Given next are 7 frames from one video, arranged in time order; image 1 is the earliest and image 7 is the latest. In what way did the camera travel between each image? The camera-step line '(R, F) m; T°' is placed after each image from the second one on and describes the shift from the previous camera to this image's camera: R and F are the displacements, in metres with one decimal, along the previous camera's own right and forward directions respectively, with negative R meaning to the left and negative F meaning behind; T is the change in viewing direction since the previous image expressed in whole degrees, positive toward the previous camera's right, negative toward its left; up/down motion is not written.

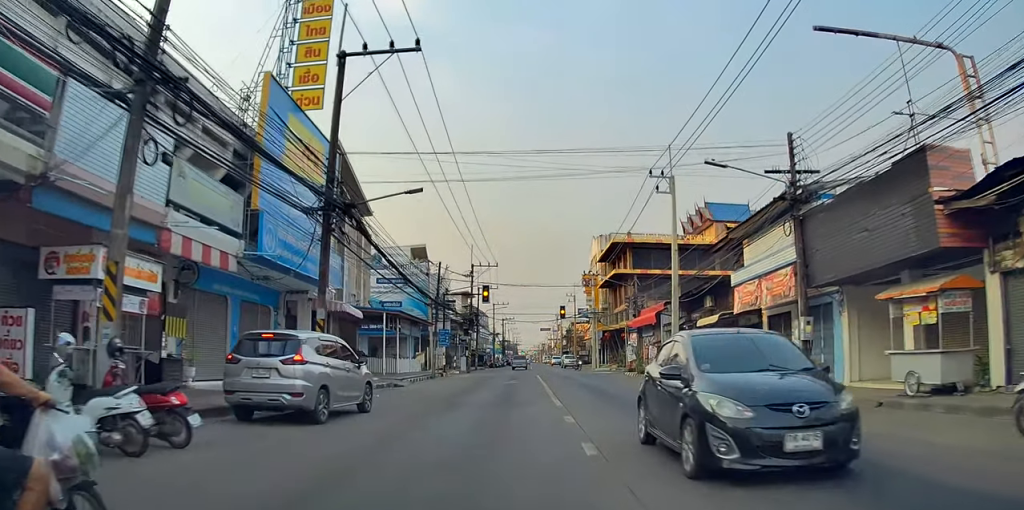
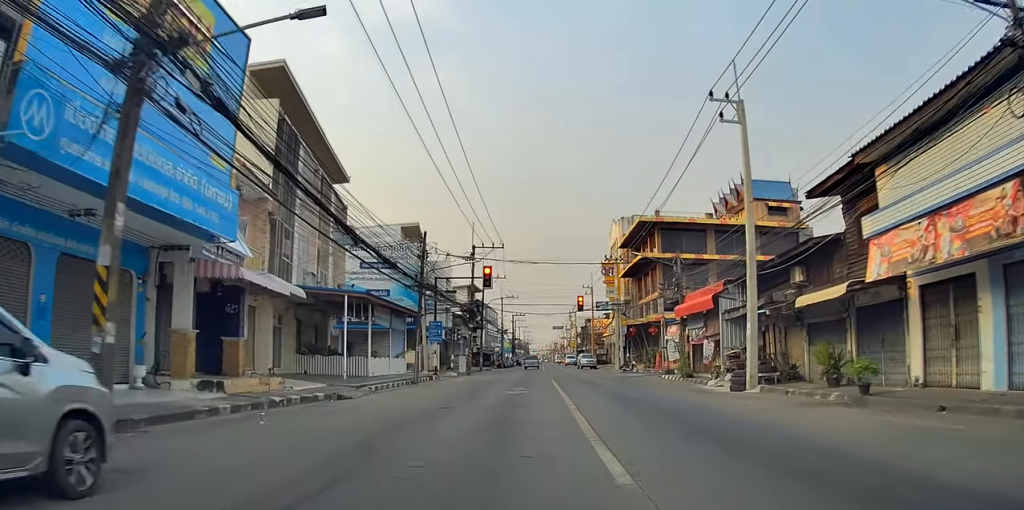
(+0.8, +10.2) m; +2°
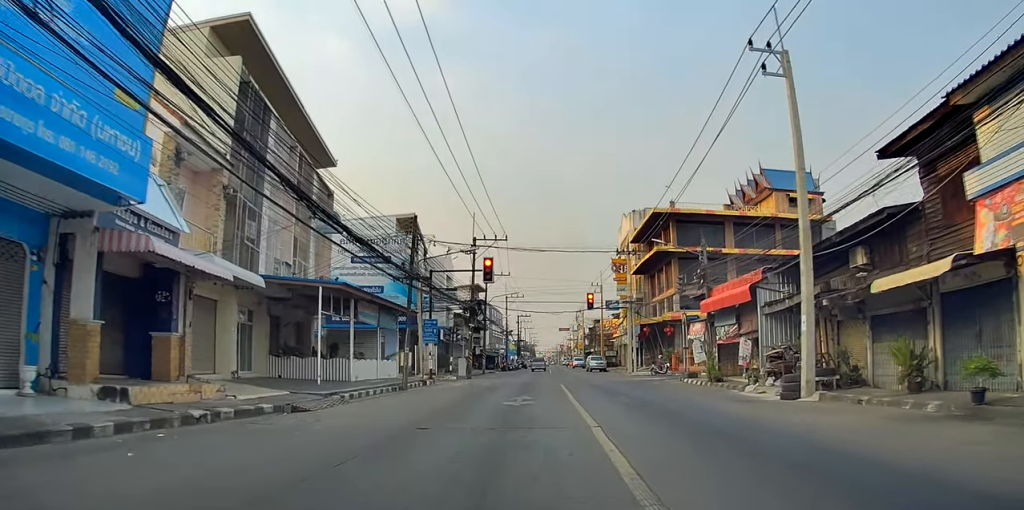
(-0.3, +4.5) m; 0°
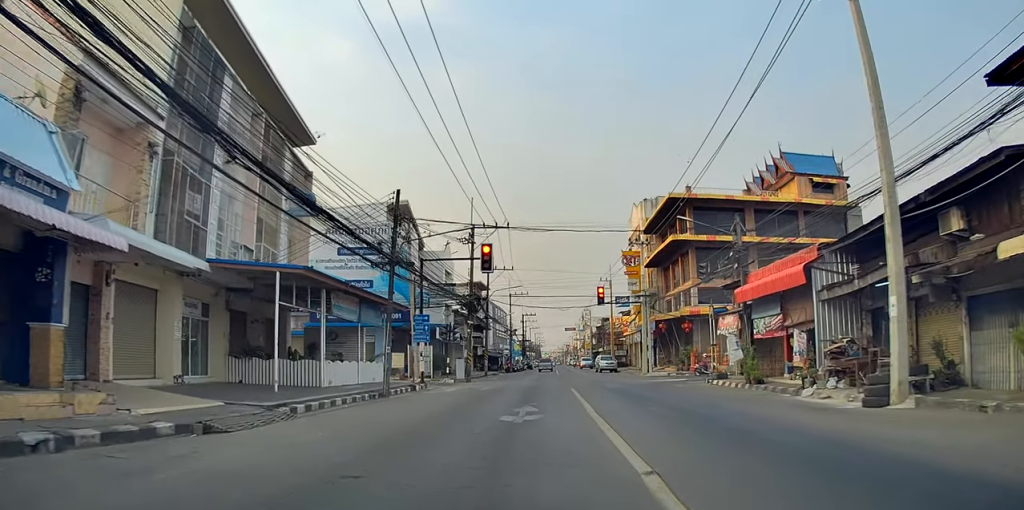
(-0.4, +5.0) m; 0°
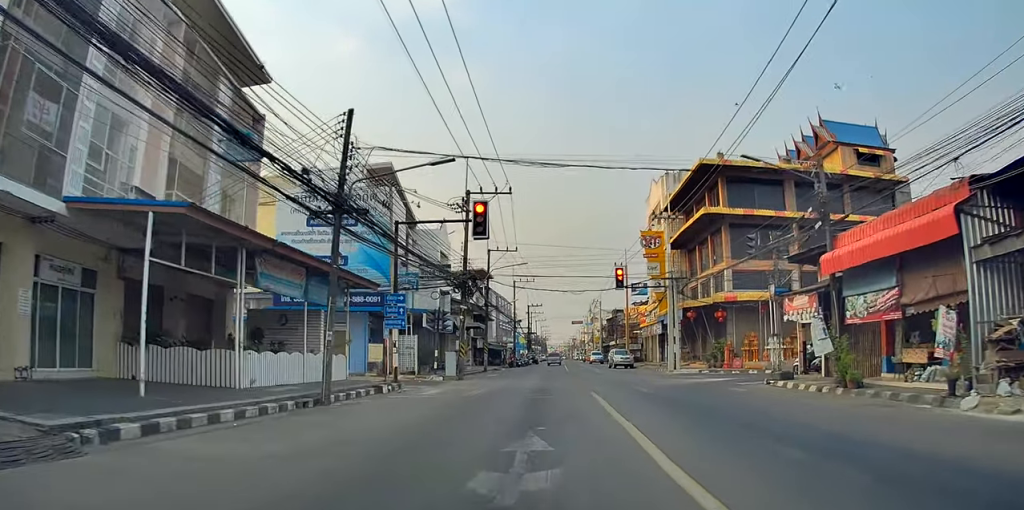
(+0.6, +8.5) m; +1°
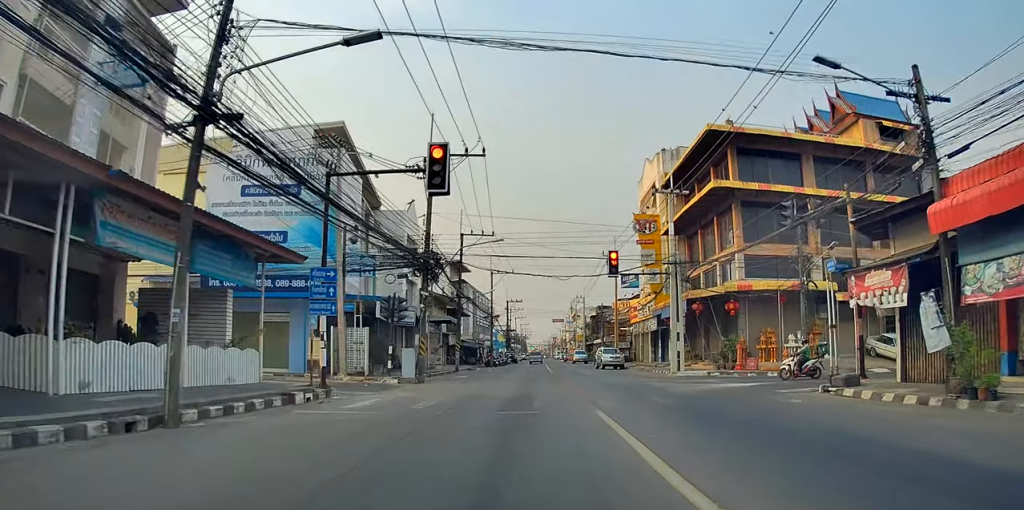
(-0.5, +7.5) m; -3°
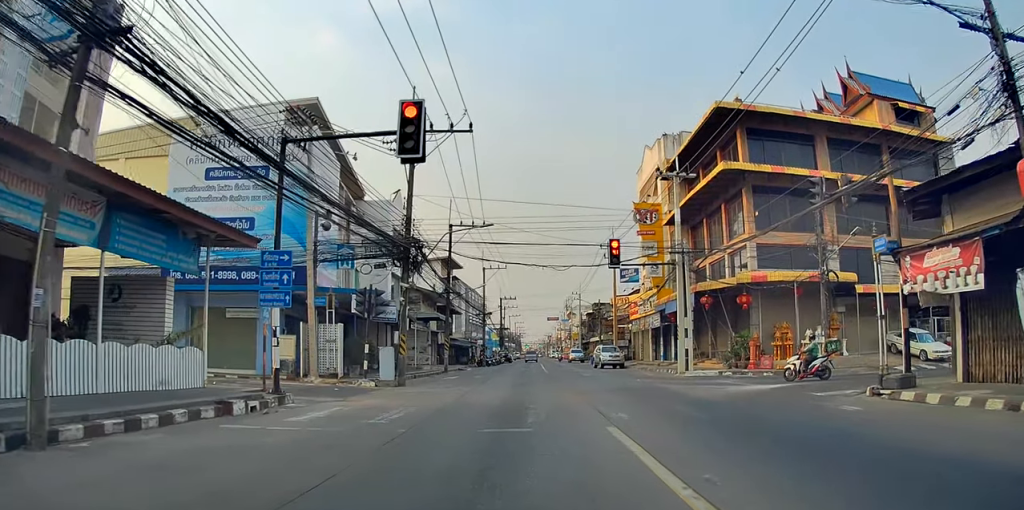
(0.0, +4.1) m; +2°
